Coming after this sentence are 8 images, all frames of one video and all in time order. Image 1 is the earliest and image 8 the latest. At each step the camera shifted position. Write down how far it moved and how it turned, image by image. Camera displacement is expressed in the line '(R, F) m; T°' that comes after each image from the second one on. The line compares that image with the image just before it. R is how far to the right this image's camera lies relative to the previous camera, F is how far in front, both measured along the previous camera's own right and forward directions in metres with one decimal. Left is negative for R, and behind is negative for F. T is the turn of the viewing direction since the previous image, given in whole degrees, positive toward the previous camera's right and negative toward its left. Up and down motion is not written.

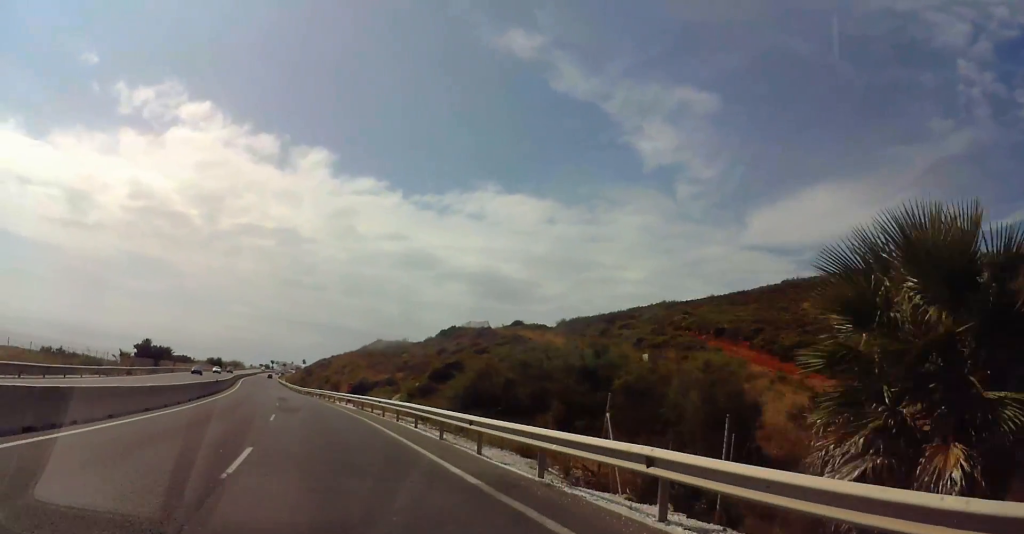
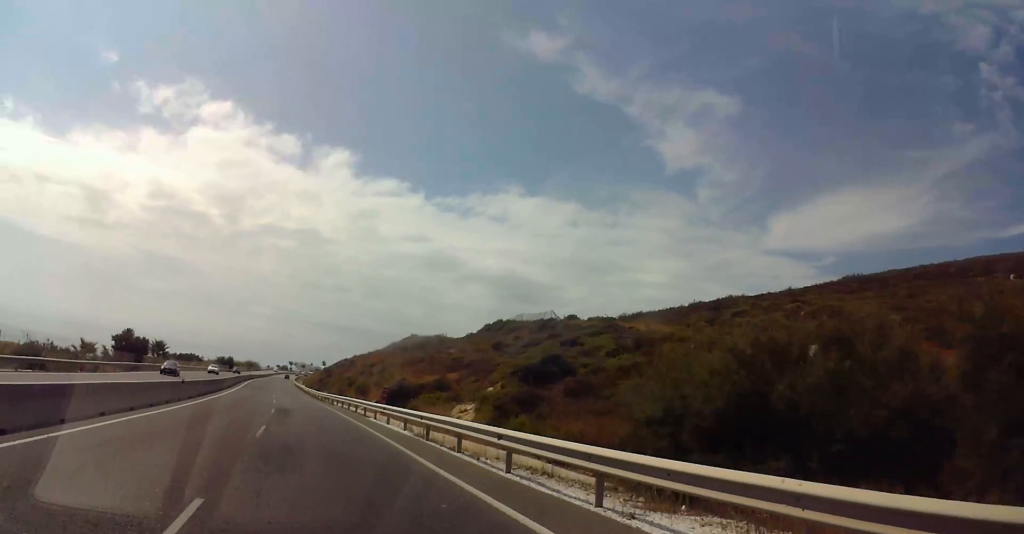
(-1.1, +17.5) m; -5°
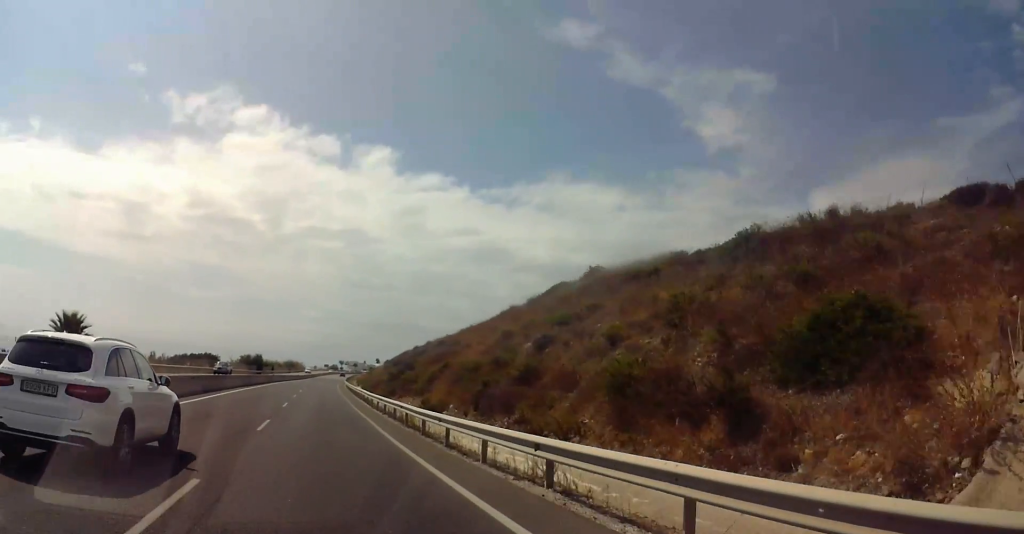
(0.0, +51.1) m; +1°
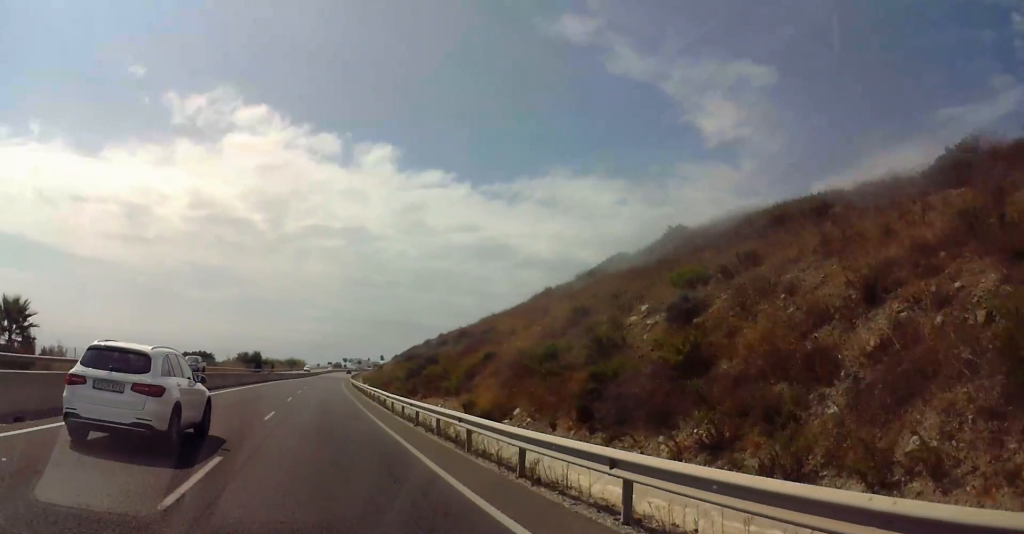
(0.0, +10.4) m; 0°
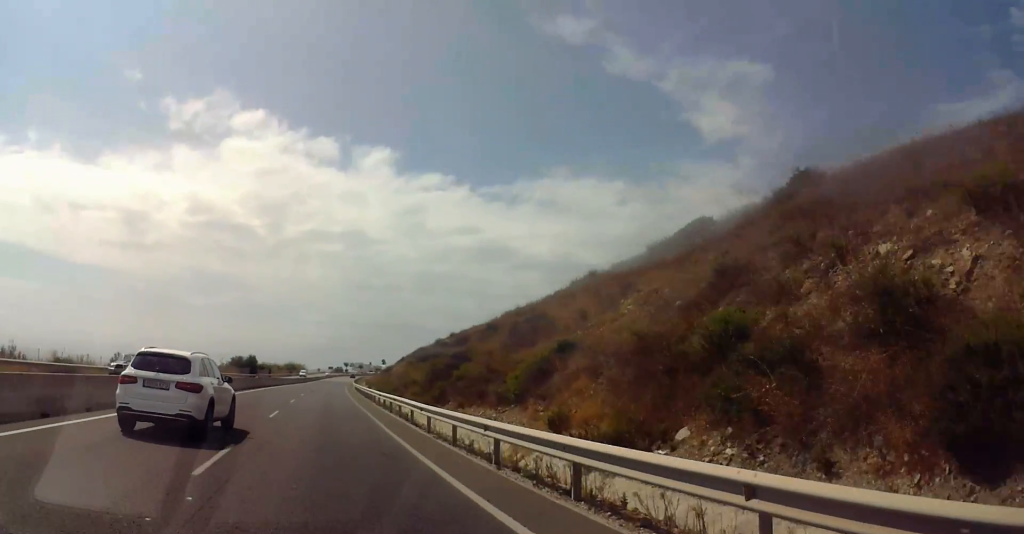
(0.0, +10.4) m; -1°
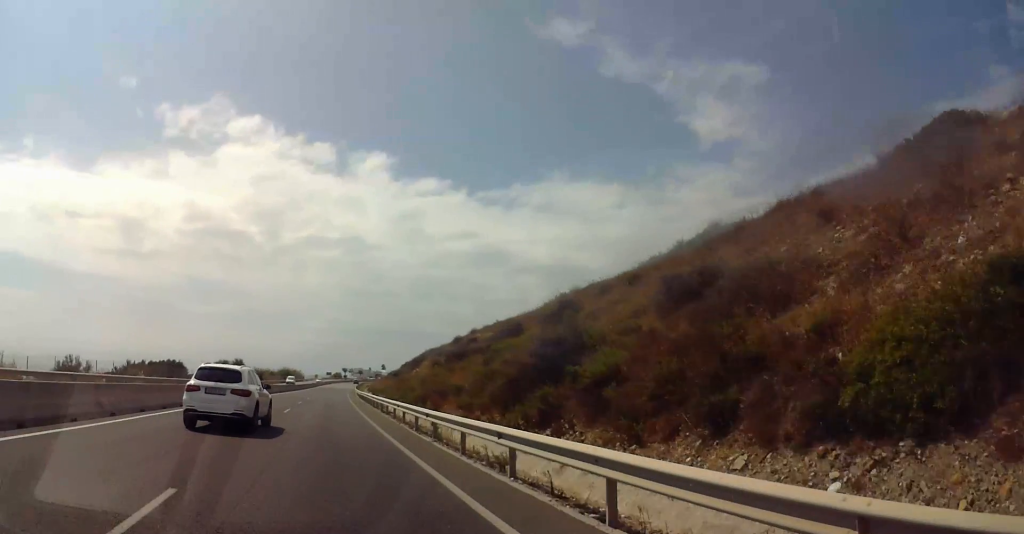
(-0.2, +18.4) m; -1°
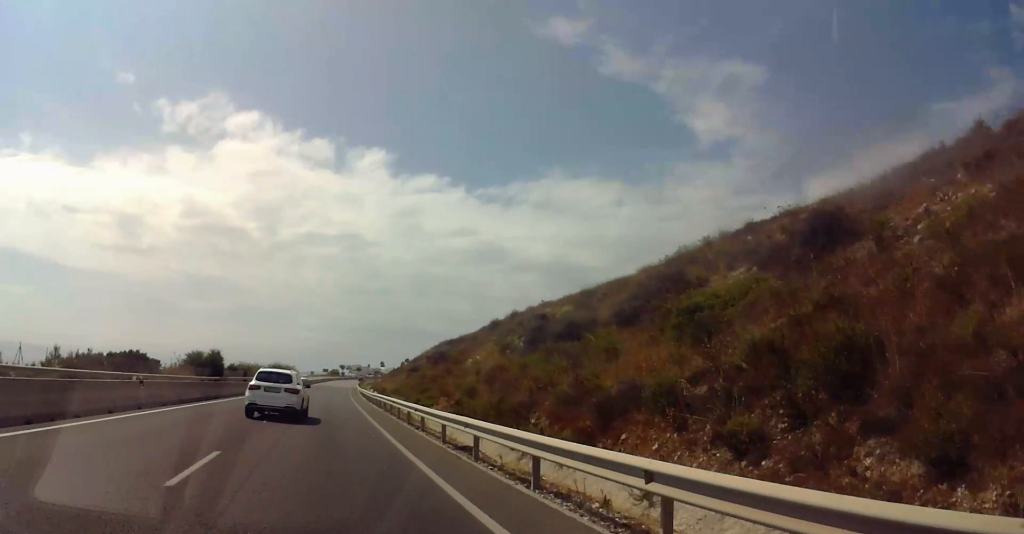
(0.0, +20.9) m; +1°
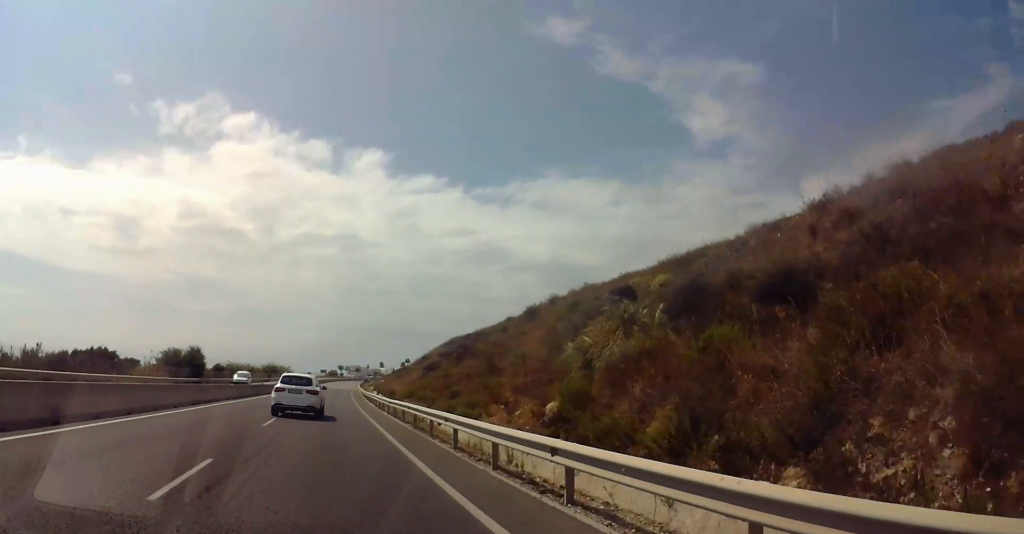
(+0.1, +12.9) m; +1°
